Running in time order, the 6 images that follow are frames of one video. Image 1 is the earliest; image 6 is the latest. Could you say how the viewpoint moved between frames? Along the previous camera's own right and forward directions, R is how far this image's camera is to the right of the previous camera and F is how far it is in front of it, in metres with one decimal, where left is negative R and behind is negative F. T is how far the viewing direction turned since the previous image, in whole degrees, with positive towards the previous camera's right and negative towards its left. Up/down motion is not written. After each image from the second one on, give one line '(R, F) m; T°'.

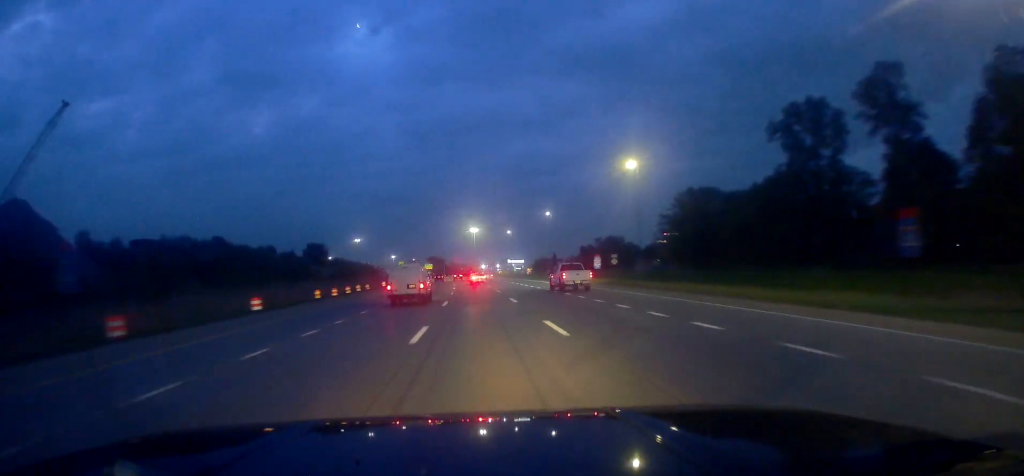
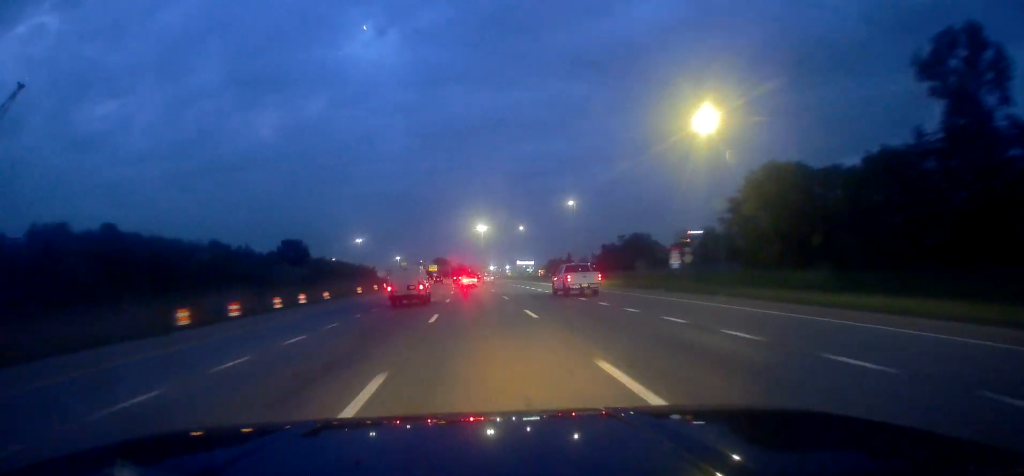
(-0.7, +24.0) m; -1°
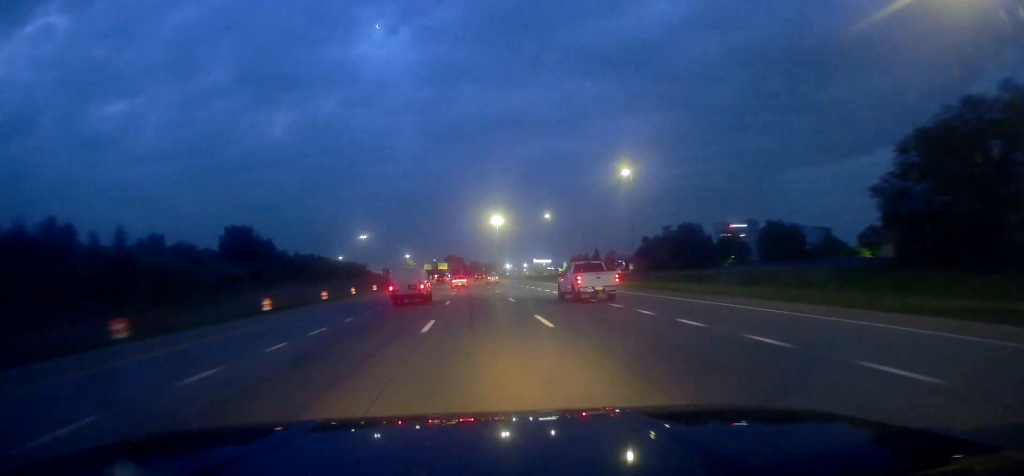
(+0.7, +33.9) m; +1°
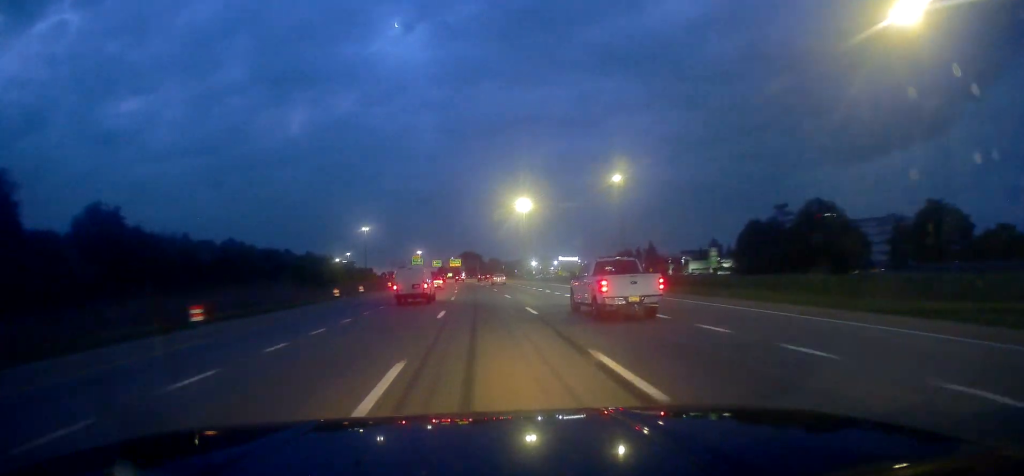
(-1.7, +55.7) m; -3°
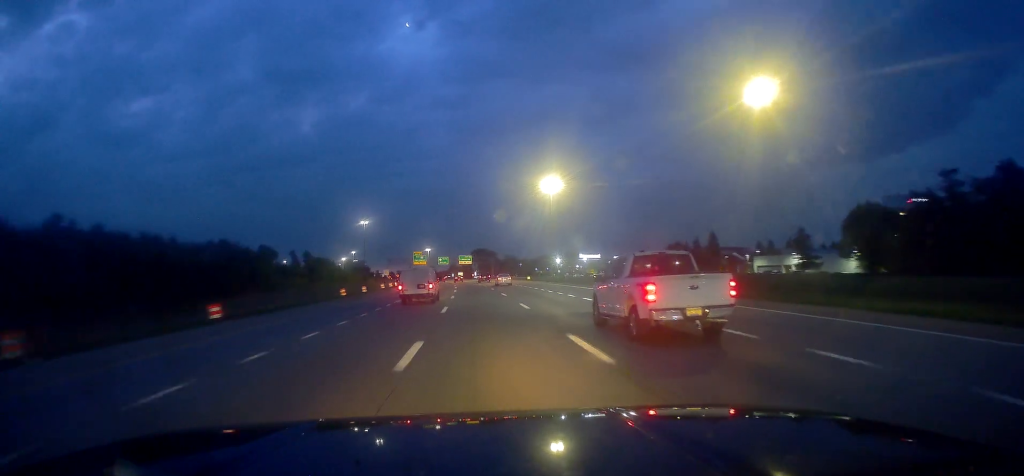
(-0.3, +42.3) m; -2°
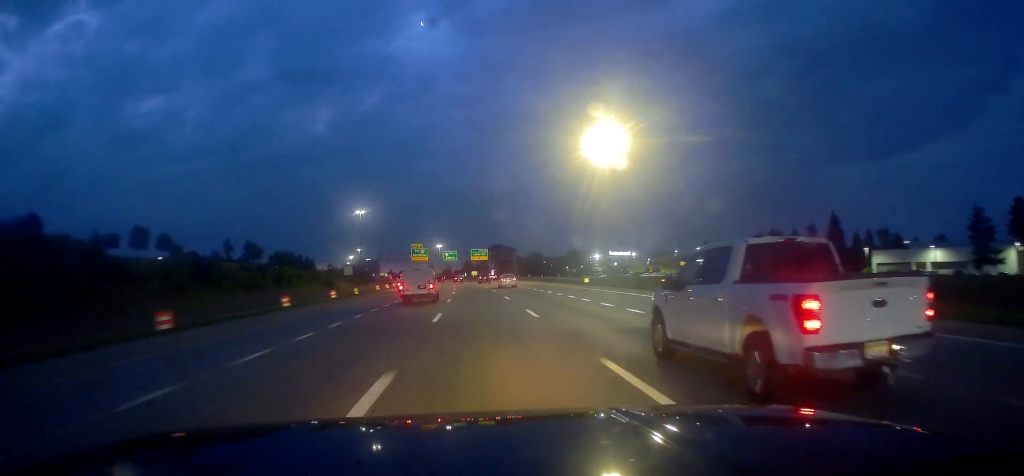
(-1.1, +49.8) m; -2°
